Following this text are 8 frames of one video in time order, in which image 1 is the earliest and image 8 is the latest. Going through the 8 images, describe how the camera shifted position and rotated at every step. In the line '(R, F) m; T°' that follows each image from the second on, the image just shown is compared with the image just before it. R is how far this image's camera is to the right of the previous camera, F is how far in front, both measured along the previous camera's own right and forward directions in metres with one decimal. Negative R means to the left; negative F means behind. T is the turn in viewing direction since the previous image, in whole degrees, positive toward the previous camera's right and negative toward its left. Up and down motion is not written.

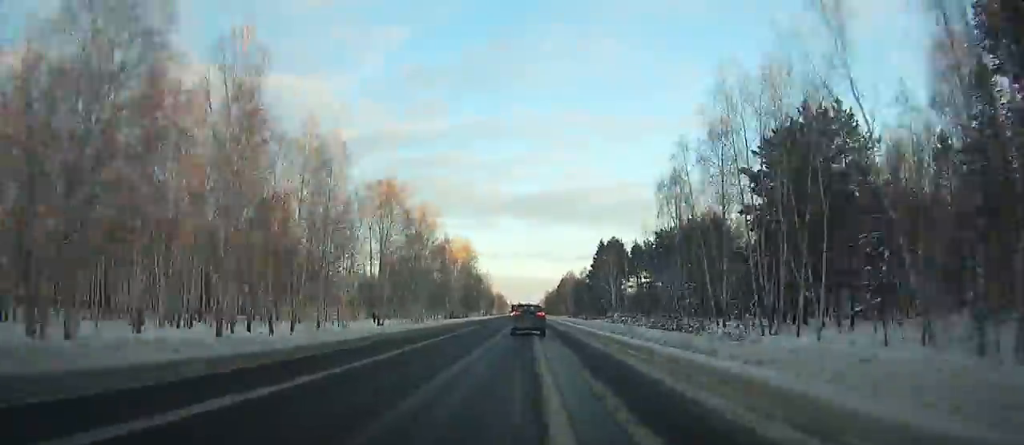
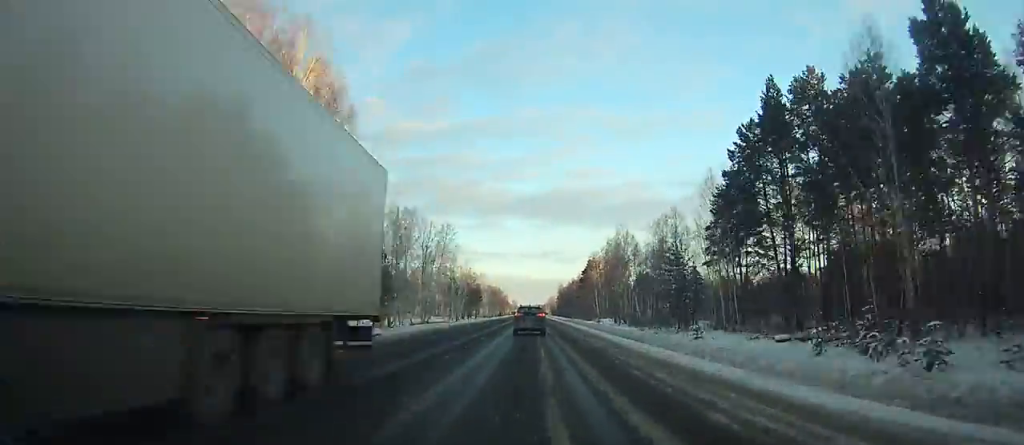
(-0.8, +121.8) m; -1°
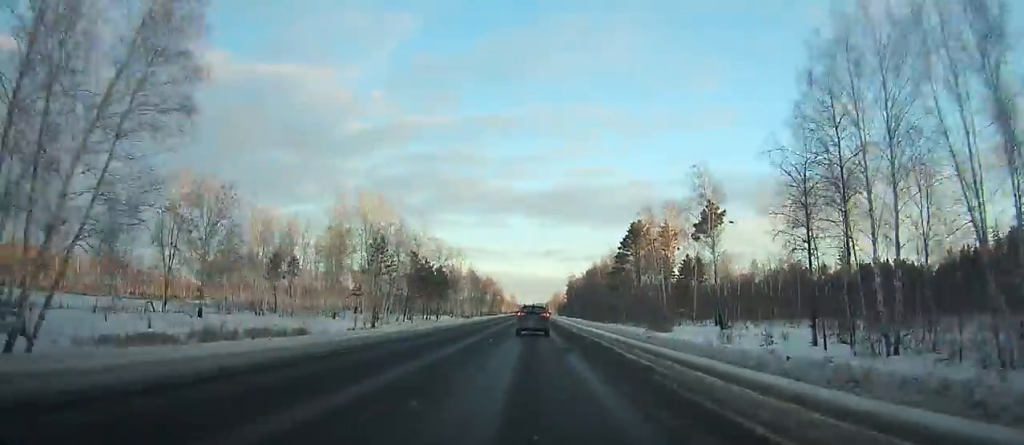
(-0.4, +83.8) m; 0°
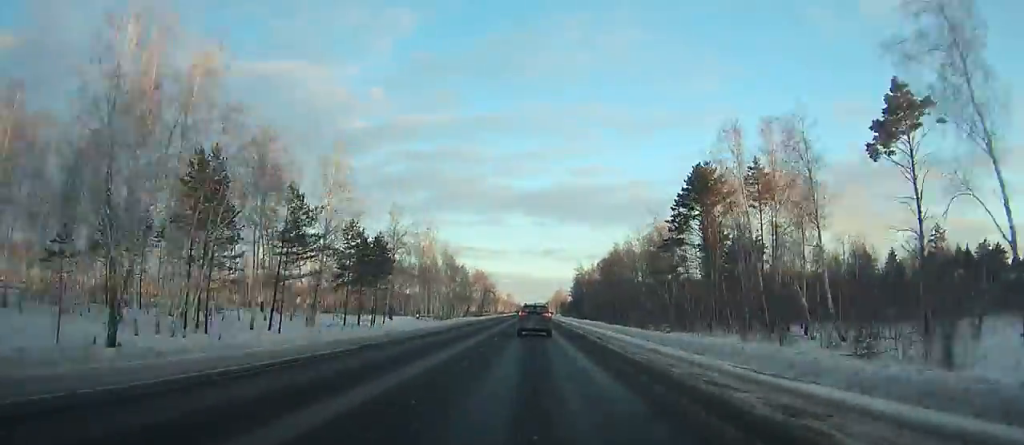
(+0.3, +49.7) m; 0°
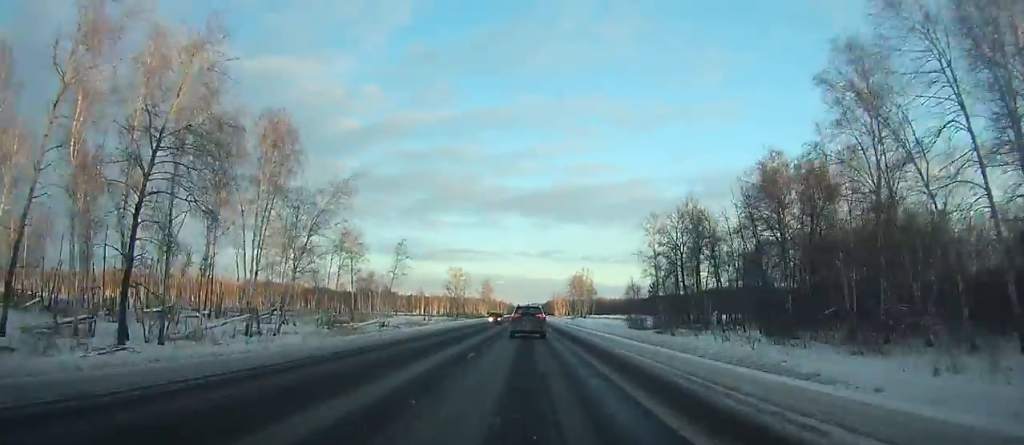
(0.0, +200.5) m; 0°
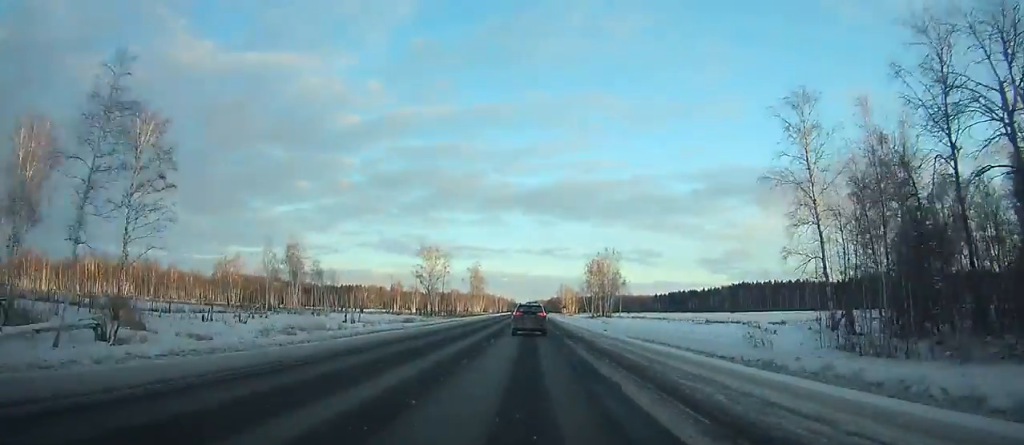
(+0.1, +59.5) m; 0°
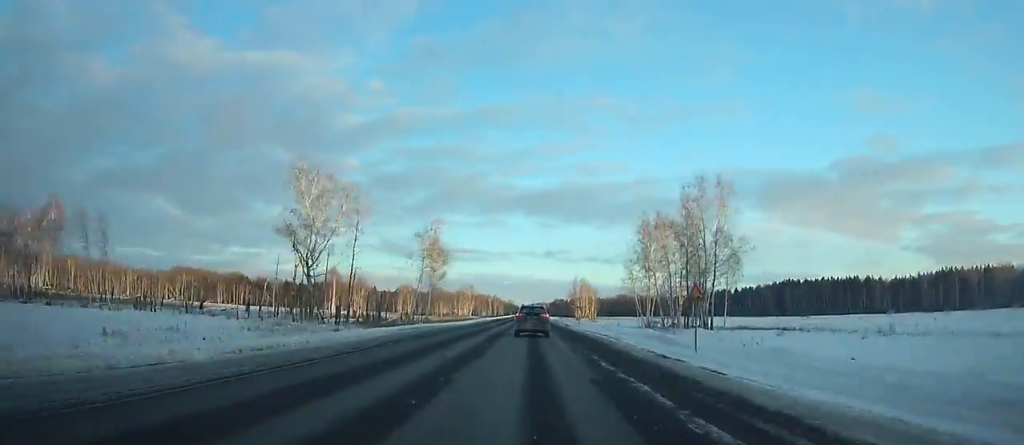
(-0.1, +86.7) m; 0°
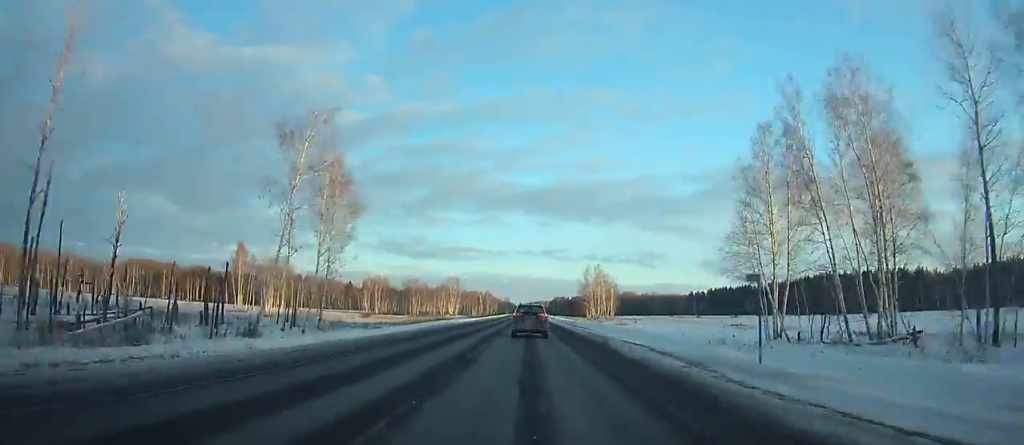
(0.0, +53.8) m; 0°
